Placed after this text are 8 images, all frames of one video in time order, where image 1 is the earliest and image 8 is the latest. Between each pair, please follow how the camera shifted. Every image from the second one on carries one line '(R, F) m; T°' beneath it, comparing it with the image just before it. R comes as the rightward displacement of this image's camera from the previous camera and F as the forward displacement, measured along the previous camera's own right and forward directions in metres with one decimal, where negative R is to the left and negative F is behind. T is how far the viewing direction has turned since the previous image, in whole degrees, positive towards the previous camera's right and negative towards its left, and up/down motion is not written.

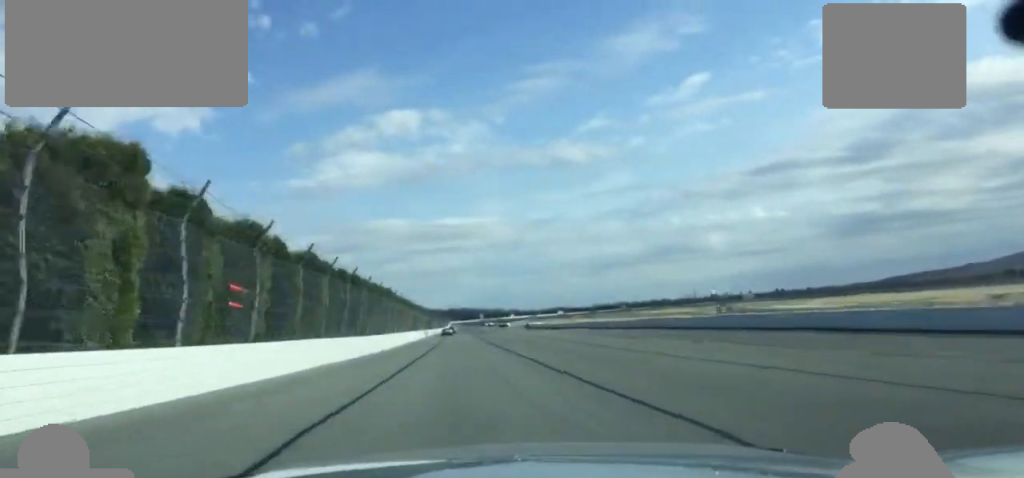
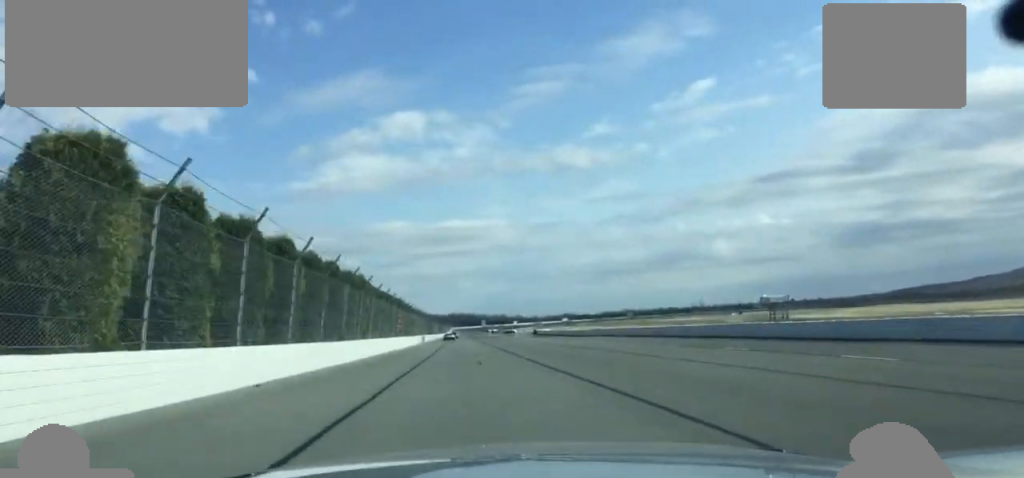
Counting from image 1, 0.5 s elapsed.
(0.0, +25.7) m; 0°
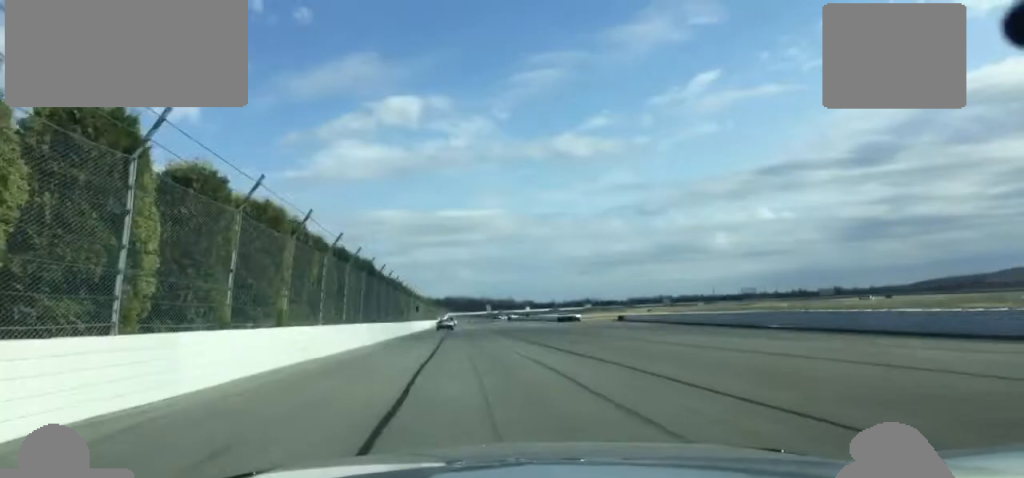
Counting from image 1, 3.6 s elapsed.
(+1.4, +175.9) m; +1°
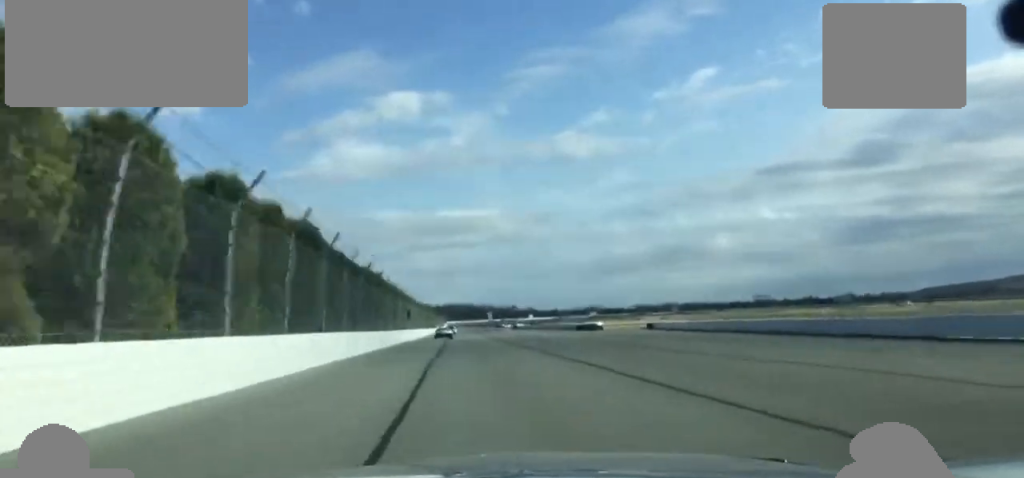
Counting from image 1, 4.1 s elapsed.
(+0.3, +22.7) m; 0°
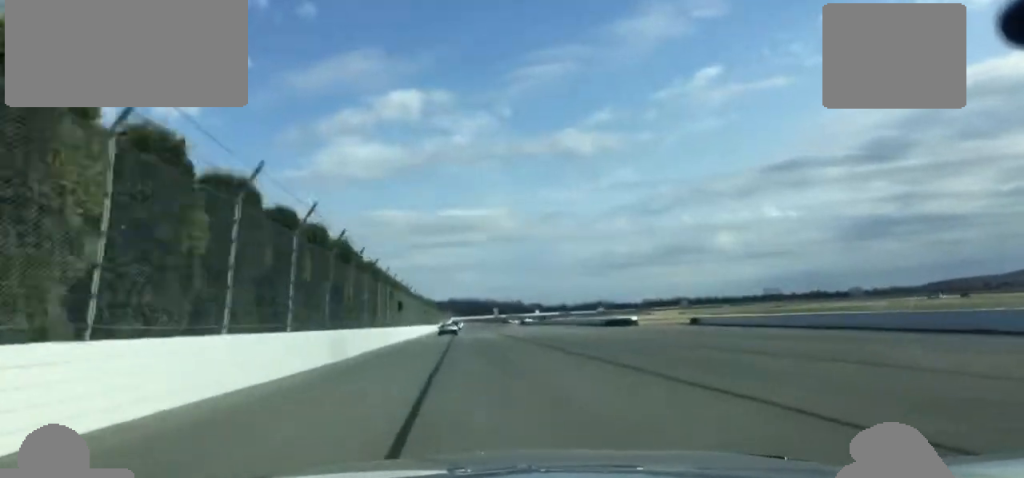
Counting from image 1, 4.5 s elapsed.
(0.0, +23.6) m; 0°
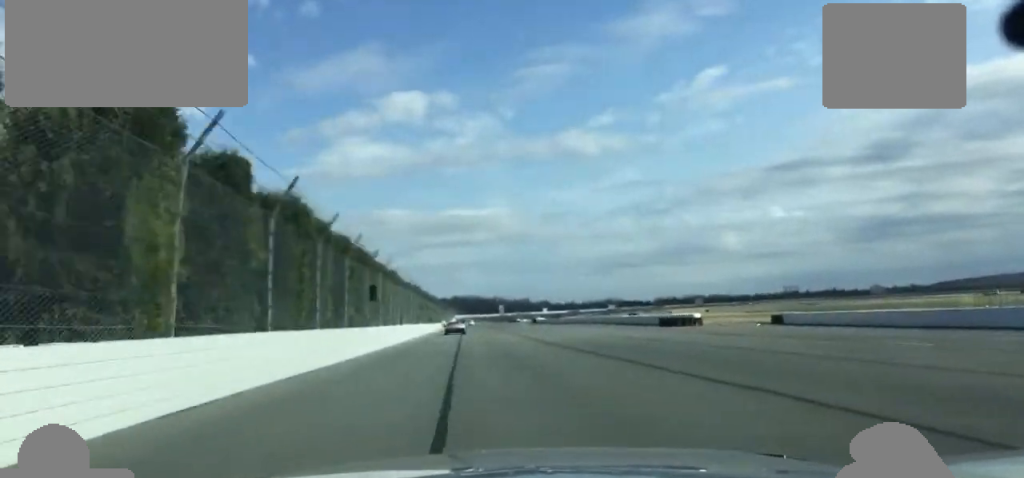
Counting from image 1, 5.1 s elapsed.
(-0.3, +27.3) m; 0°
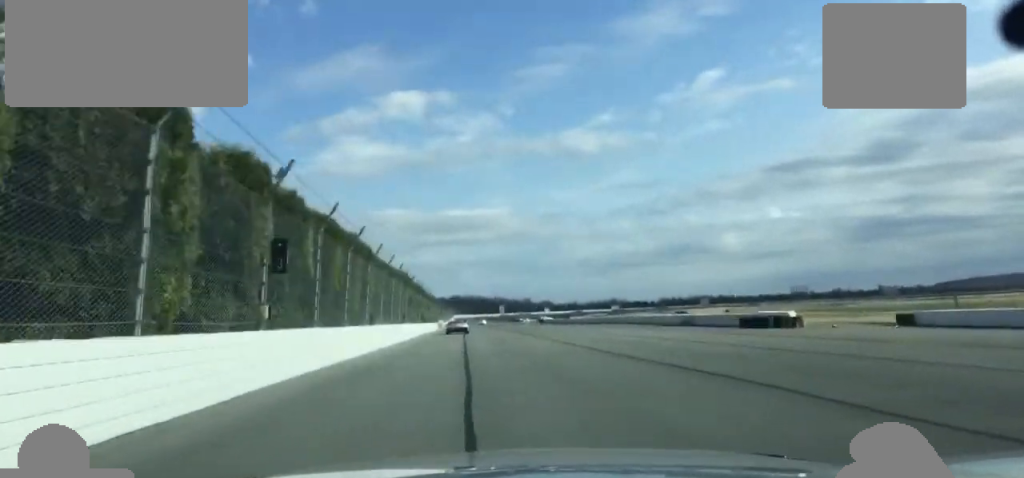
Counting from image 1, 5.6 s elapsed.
(-0.1, +24.2) m; 0°
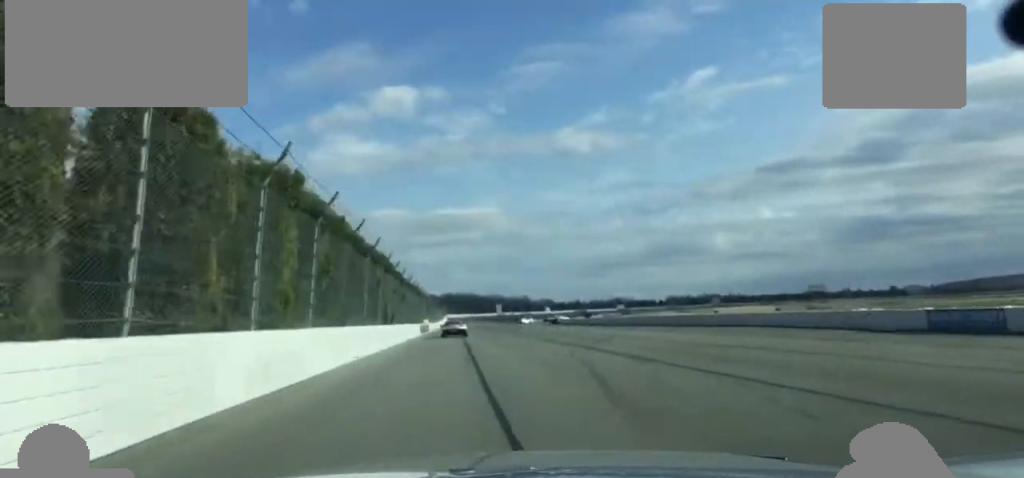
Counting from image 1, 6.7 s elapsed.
(0.0, +46.0) m; 0°
